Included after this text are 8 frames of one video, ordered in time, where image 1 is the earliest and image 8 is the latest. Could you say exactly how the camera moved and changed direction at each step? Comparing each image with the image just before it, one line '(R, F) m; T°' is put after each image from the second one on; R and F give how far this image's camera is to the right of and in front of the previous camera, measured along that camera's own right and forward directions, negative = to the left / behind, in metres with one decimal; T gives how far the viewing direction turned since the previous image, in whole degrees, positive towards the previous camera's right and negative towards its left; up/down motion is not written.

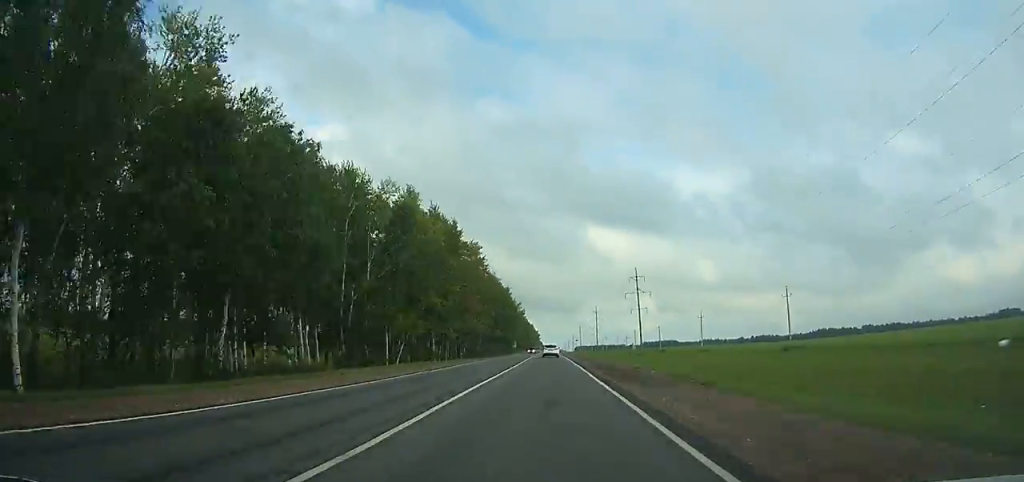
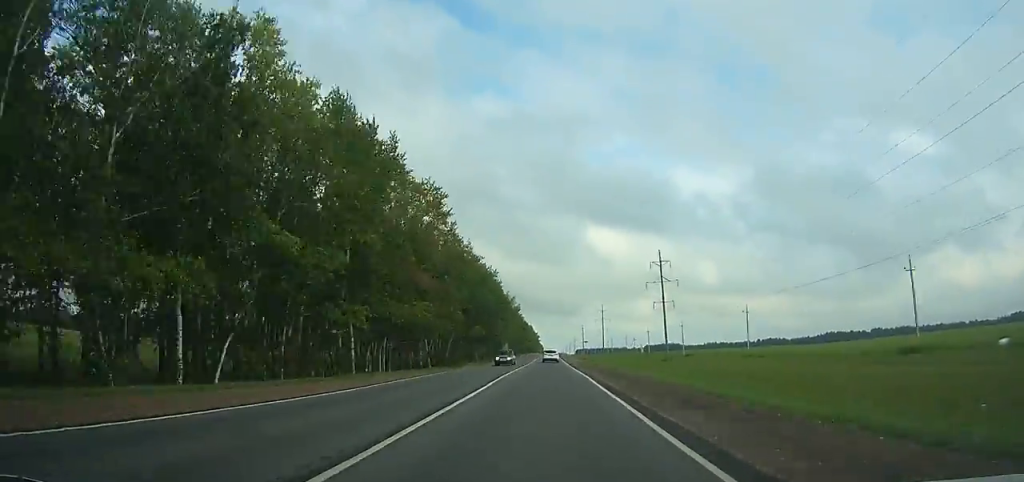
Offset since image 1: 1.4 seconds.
(-0.1, +32.2) m; 0°
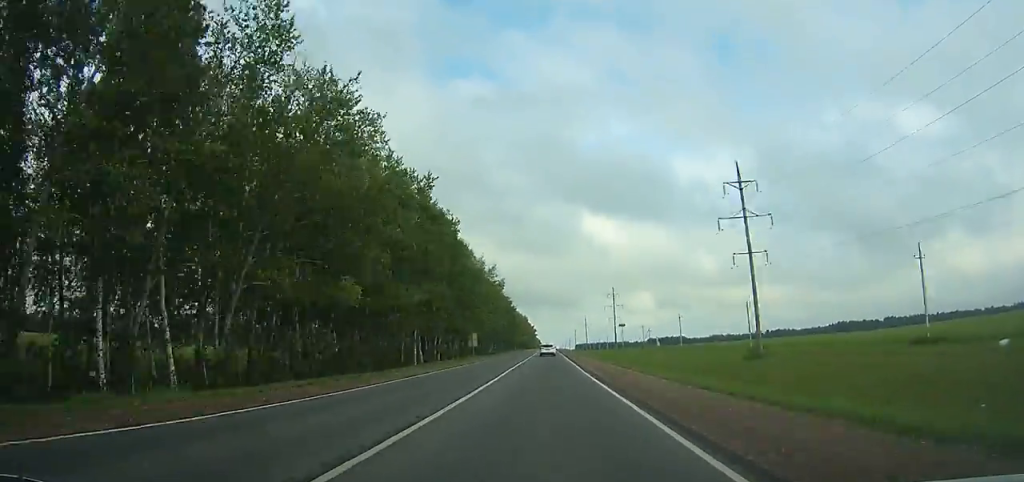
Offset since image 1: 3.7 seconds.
(-0.1, +52.8) m; 0°
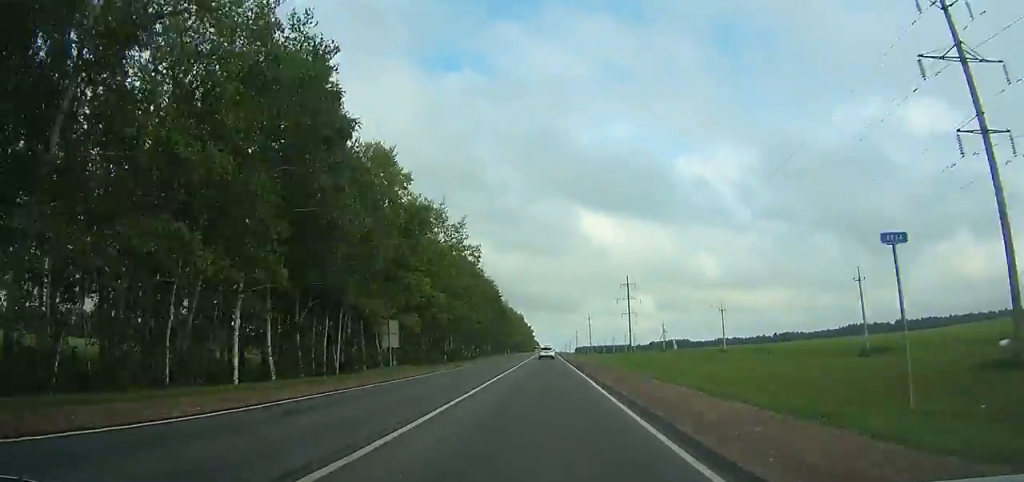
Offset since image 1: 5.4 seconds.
(0.0, +38.9) m; 0°
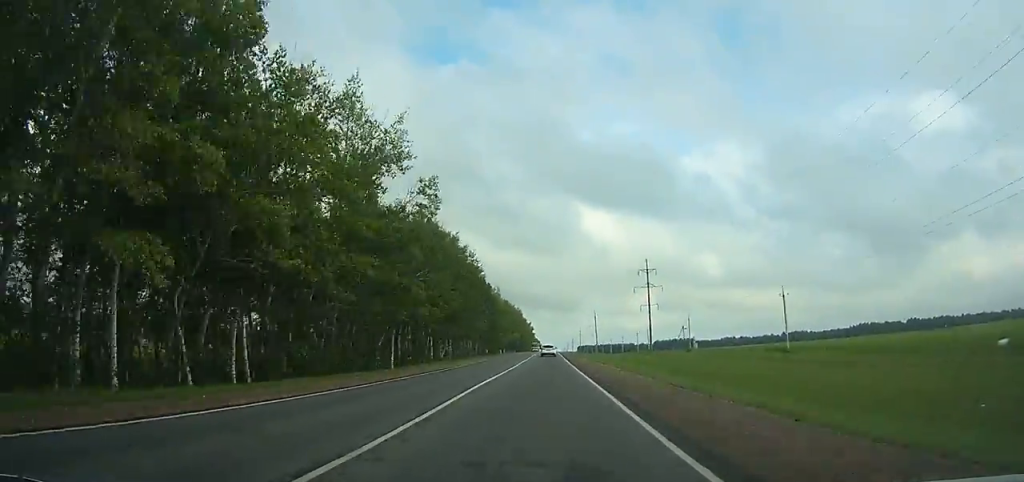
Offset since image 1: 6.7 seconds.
(0.0, +29.7) m; 0°
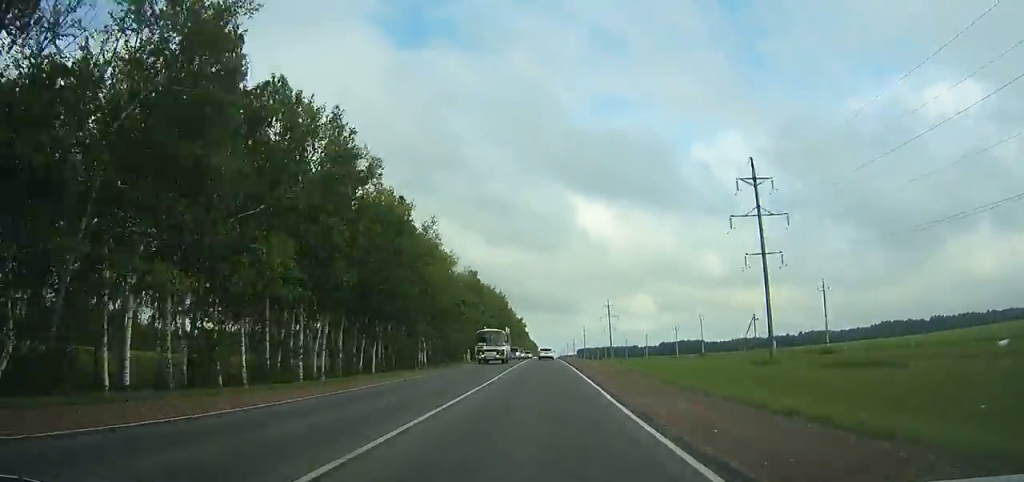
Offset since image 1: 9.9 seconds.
(-0.1, +73.2) m; 0°
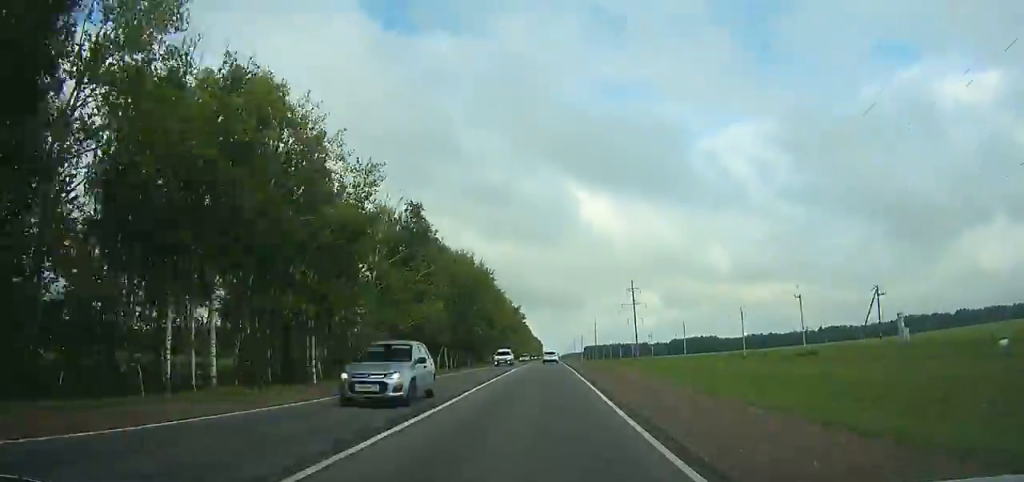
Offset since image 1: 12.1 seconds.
(+0.1, +50.5) m; 0°
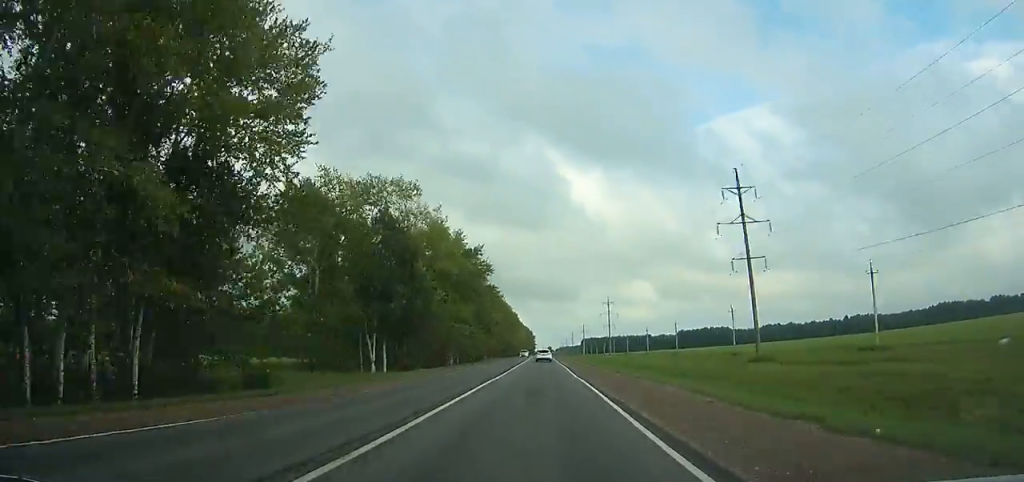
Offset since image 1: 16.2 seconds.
(0.0, +95.3) m; 0°
